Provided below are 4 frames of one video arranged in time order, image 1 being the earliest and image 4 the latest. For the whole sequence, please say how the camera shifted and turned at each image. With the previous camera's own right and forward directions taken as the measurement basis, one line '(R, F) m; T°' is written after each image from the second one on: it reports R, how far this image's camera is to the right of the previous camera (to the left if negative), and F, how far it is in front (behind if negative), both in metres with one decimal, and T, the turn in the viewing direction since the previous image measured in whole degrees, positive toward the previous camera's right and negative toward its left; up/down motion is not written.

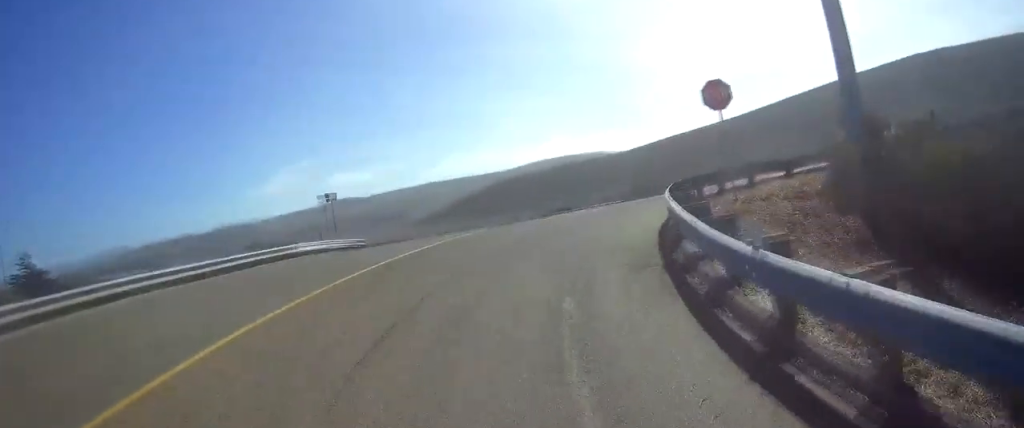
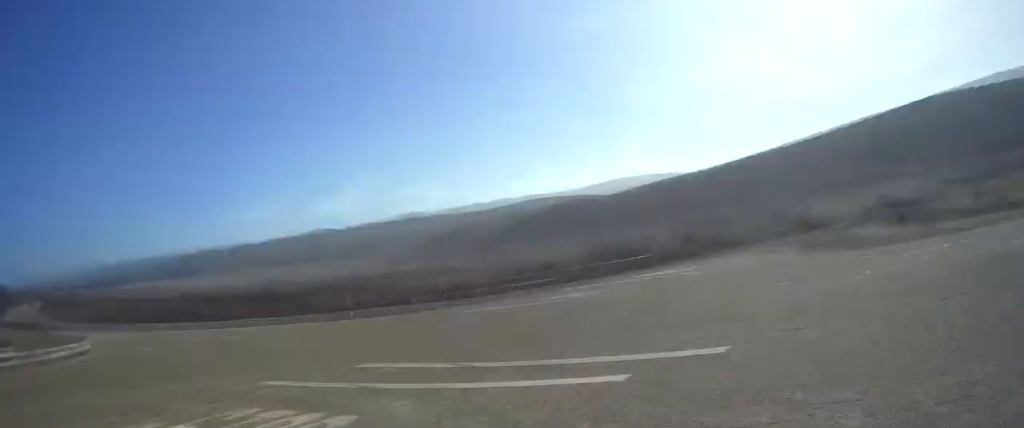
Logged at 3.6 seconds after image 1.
(+6.6, +25.5) m; +43°
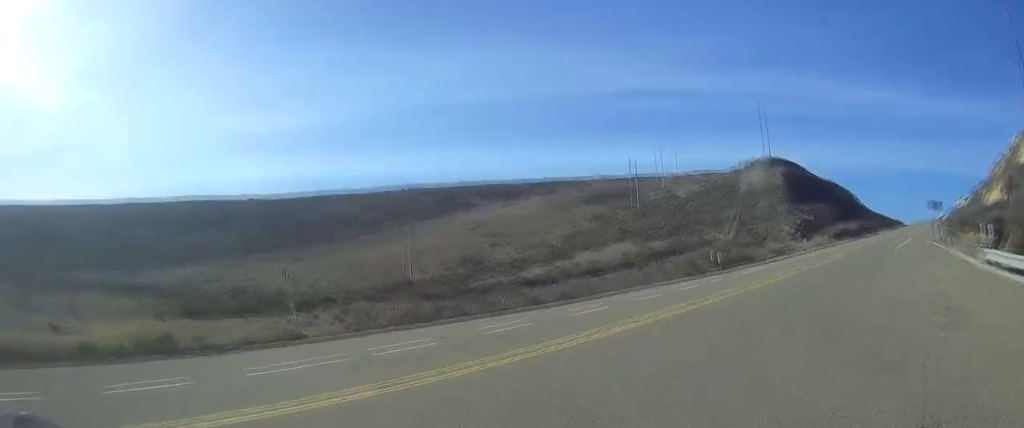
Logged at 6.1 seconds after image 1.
(+5.3, +12.8) m; +41°
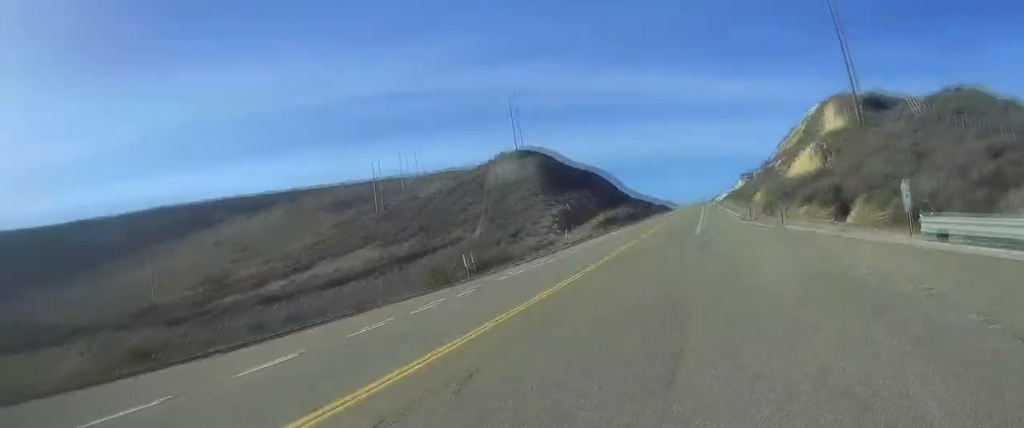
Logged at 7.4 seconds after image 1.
(+2.2, +9.1) m; +21°
